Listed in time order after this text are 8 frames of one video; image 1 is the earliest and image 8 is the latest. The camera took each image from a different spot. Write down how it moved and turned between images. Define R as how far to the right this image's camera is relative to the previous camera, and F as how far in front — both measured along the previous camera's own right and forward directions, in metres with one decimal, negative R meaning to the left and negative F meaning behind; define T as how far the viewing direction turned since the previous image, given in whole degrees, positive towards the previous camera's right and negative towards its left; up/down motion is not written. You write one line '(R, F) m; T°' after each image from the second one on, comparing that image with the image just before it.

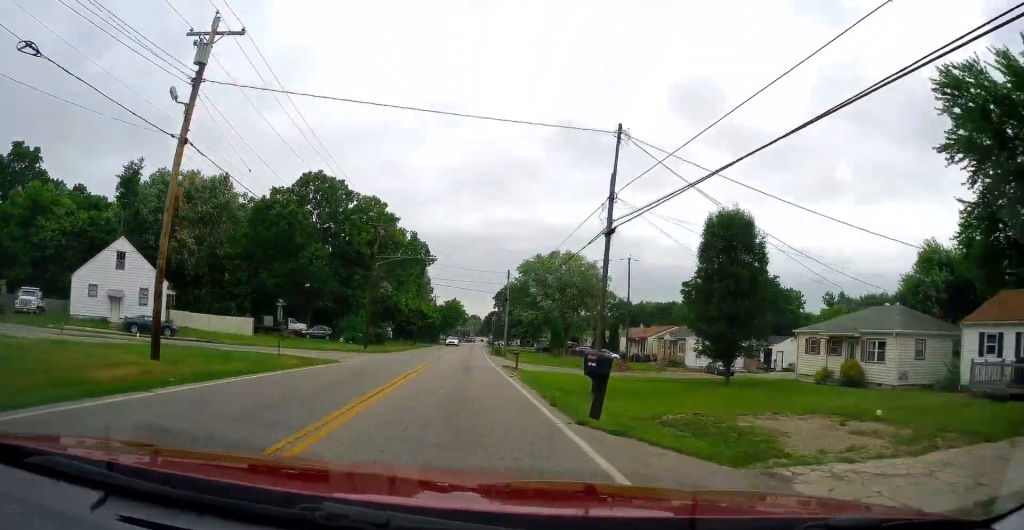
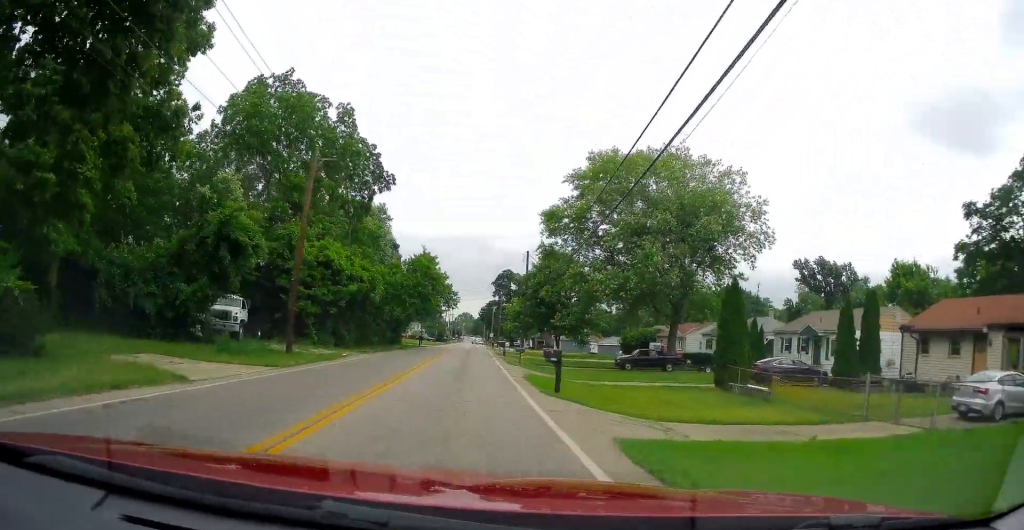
(+1.1, +57.2) m; +1°
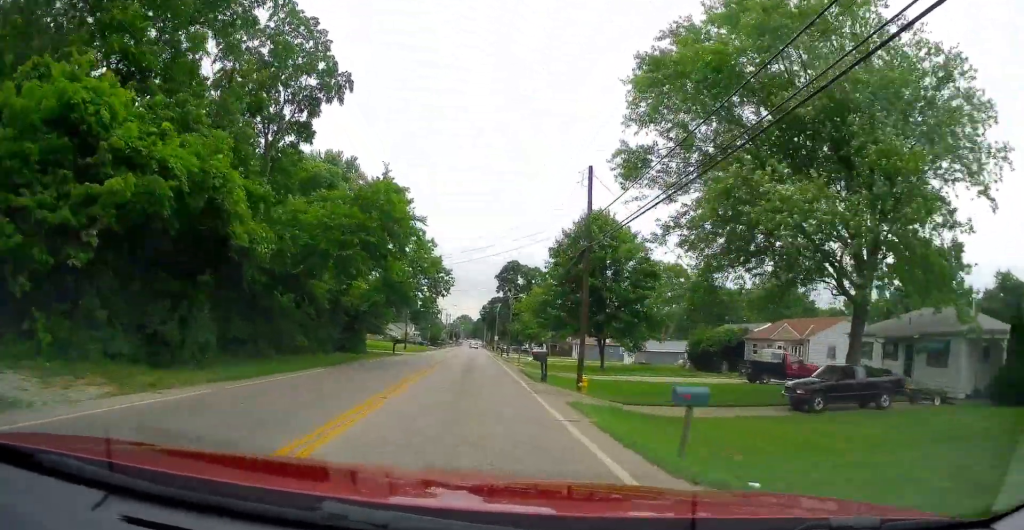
(+0.3, +24.1) m; +2°
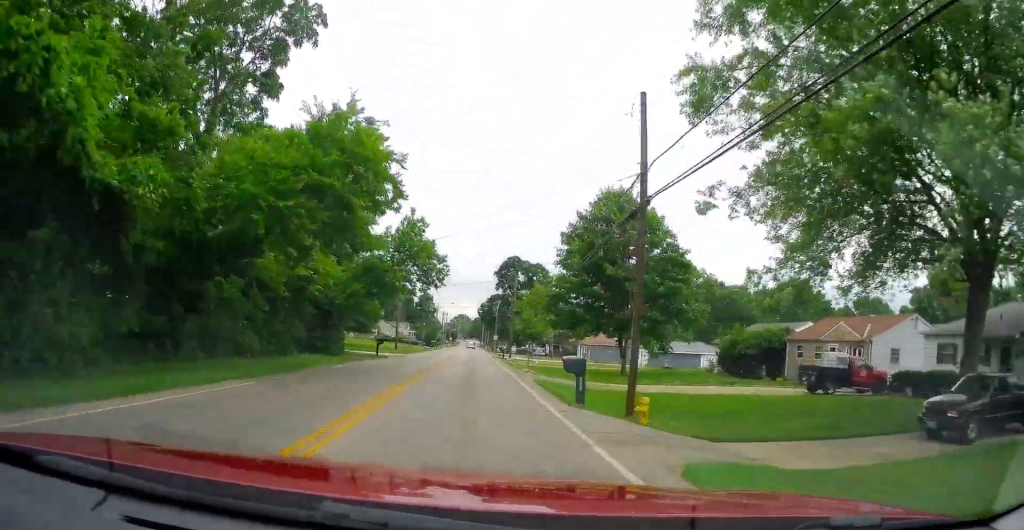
(+0.3, +7.4) m; 0°
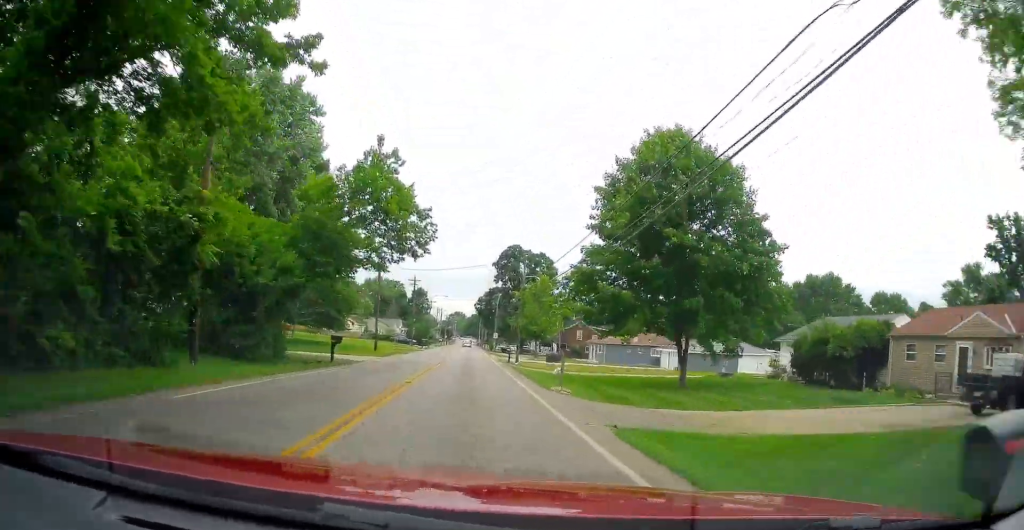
(-0.1, +12.4) m; -1°
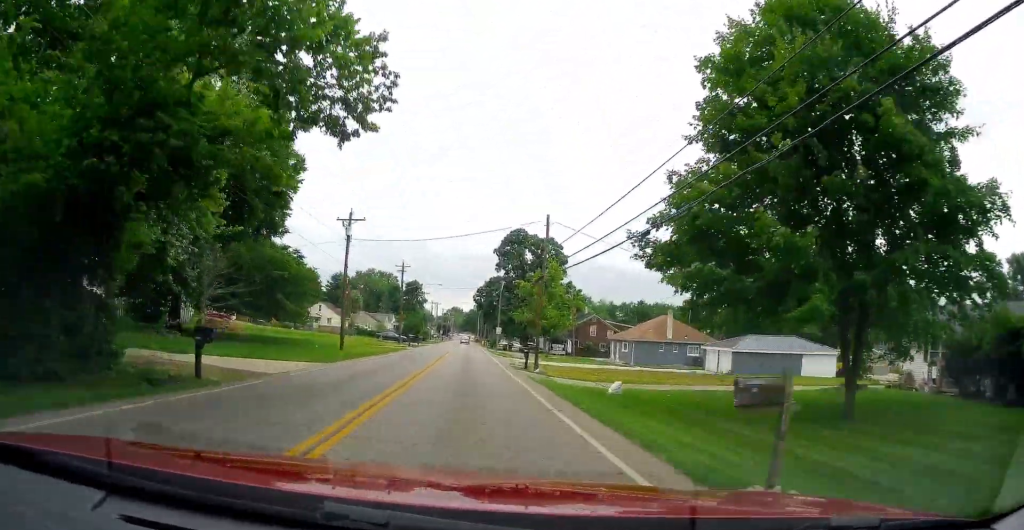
(-0.3, +14.2) m; -1°
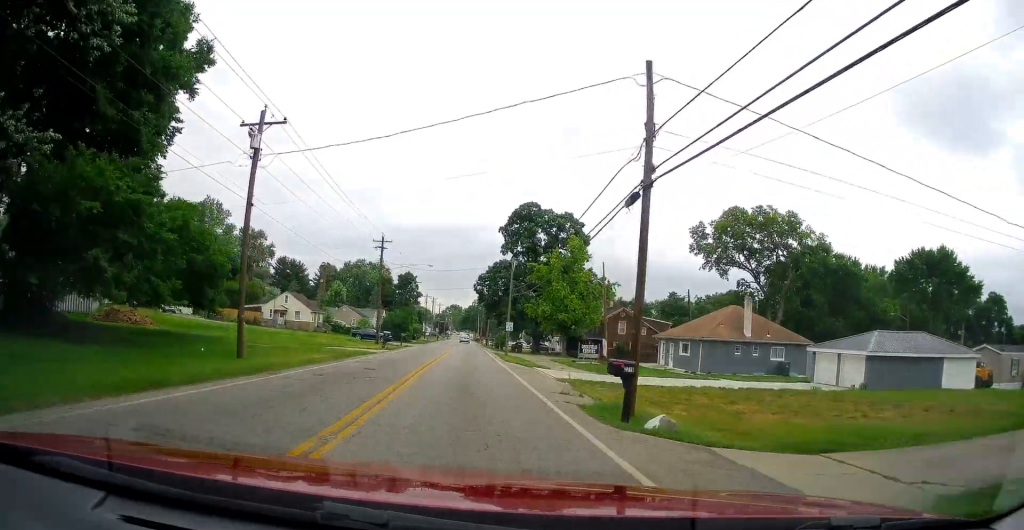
(+0.1, +19.0) m; +2°
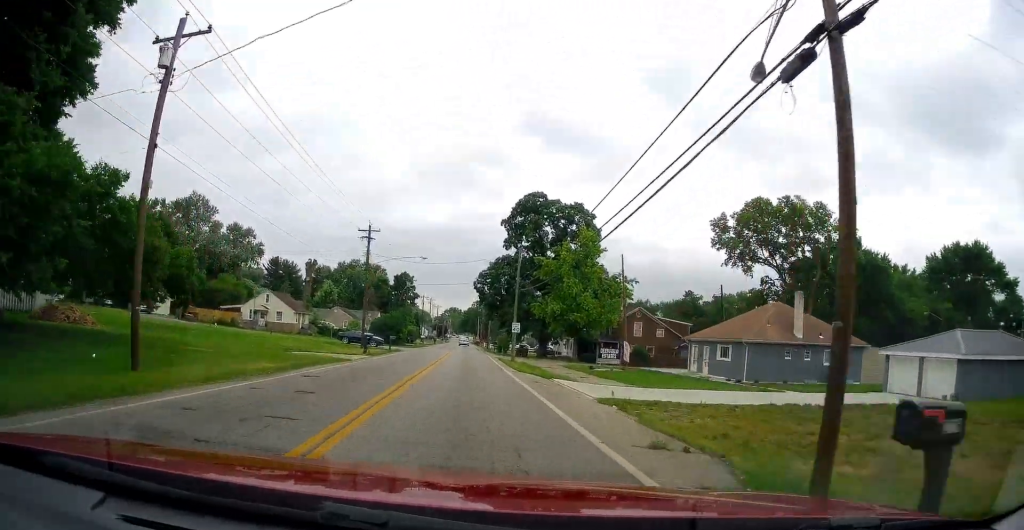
(+0.3, +8.0) m; -1°
